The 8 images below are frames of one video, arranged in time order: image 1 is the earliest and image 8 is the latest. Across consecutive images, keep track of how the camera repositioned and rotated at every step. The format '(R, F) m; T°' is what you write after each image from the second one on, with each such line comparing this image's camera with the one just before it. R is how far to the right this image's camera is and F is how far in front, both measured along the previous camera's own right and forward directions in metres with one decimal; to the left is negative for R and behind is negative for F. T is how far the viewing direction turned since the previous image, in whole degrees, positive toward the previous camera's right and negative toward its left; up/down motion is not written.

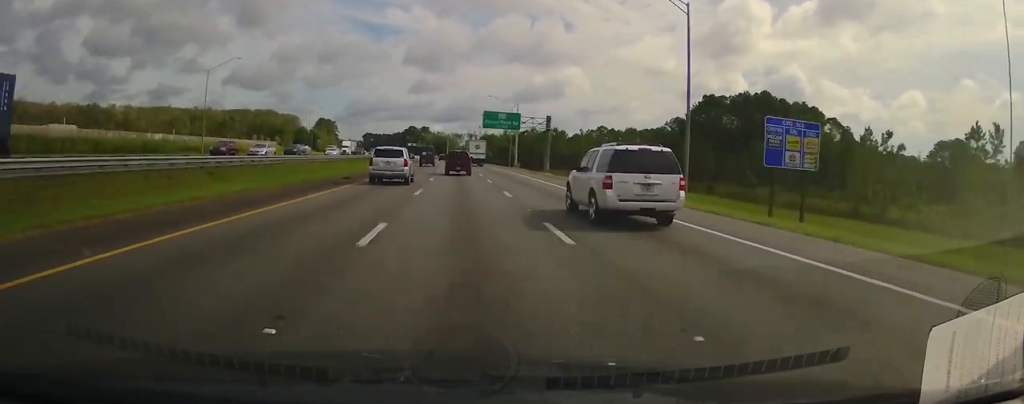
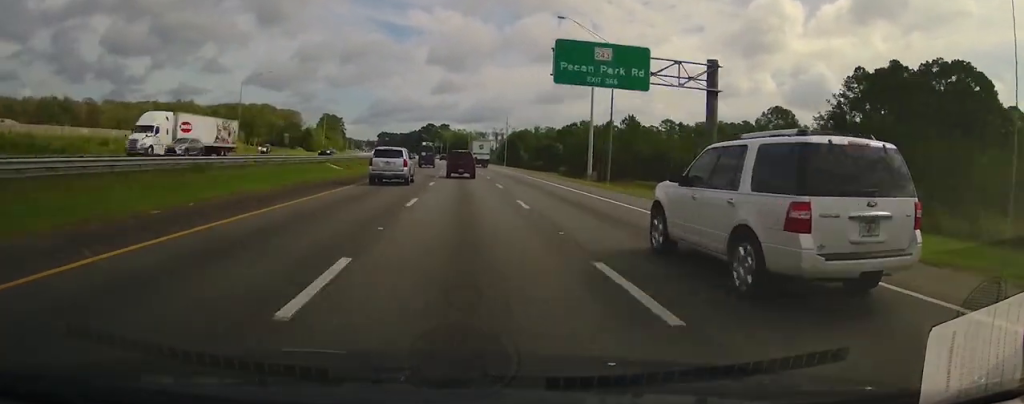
(+0.4, +53.4) m; -2°
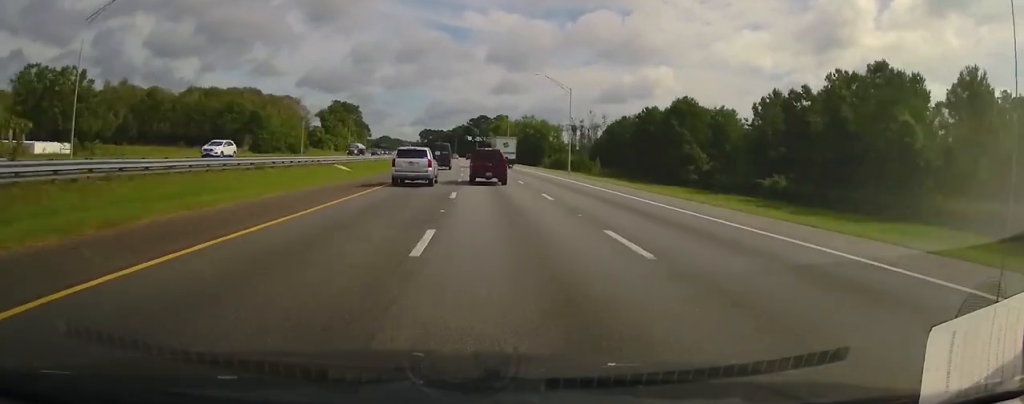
(-4.1, +113.5) m; -4°
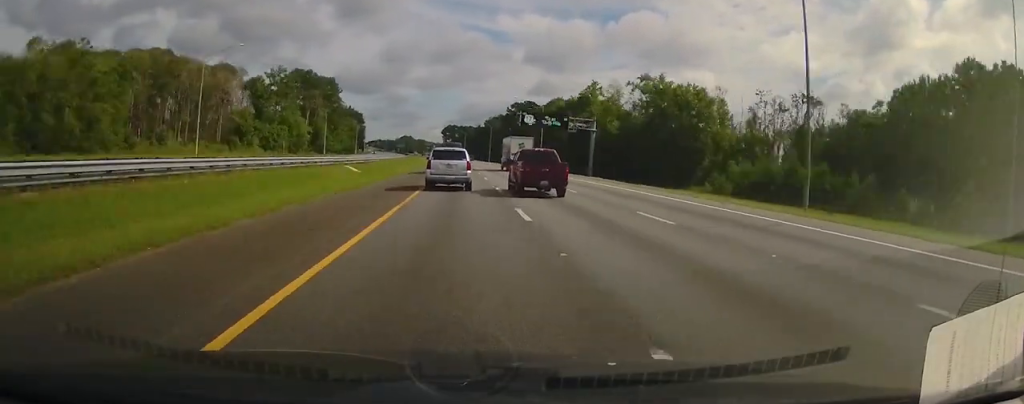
(-4.5, +117.9) m; -4°
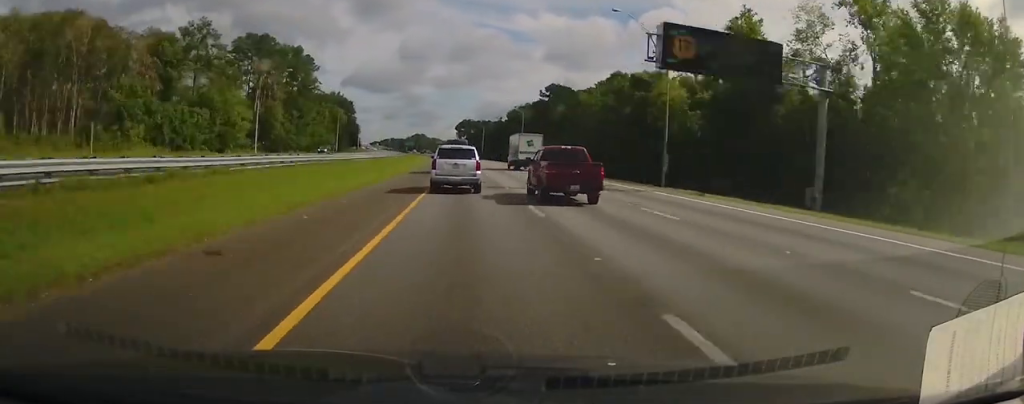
(-1.2, +55.4) m; -1°
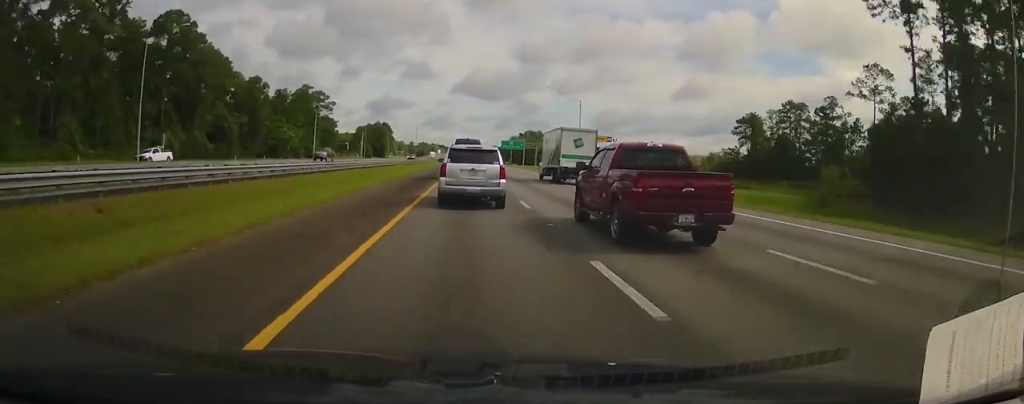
(-28.3, +346.8) m; -9°
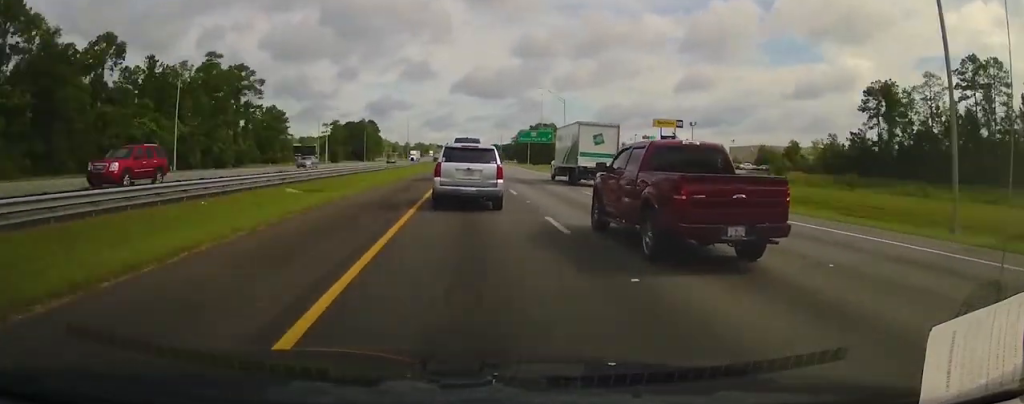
(-0.4, +65.3) m; 0°
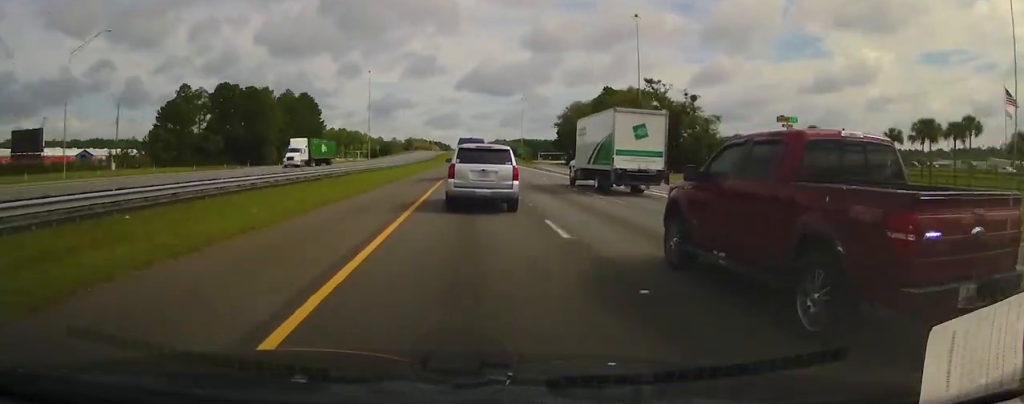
(0.0, +170.9) m; +1°
